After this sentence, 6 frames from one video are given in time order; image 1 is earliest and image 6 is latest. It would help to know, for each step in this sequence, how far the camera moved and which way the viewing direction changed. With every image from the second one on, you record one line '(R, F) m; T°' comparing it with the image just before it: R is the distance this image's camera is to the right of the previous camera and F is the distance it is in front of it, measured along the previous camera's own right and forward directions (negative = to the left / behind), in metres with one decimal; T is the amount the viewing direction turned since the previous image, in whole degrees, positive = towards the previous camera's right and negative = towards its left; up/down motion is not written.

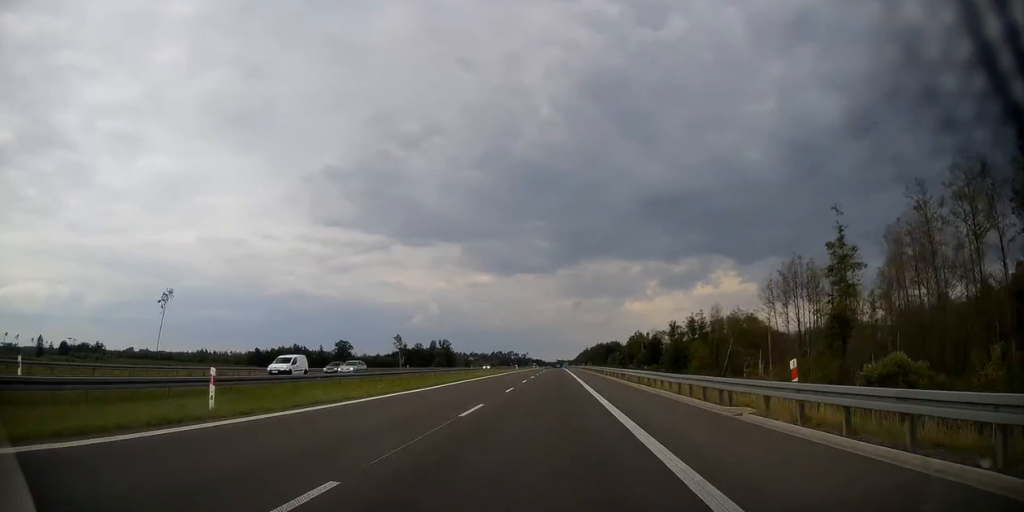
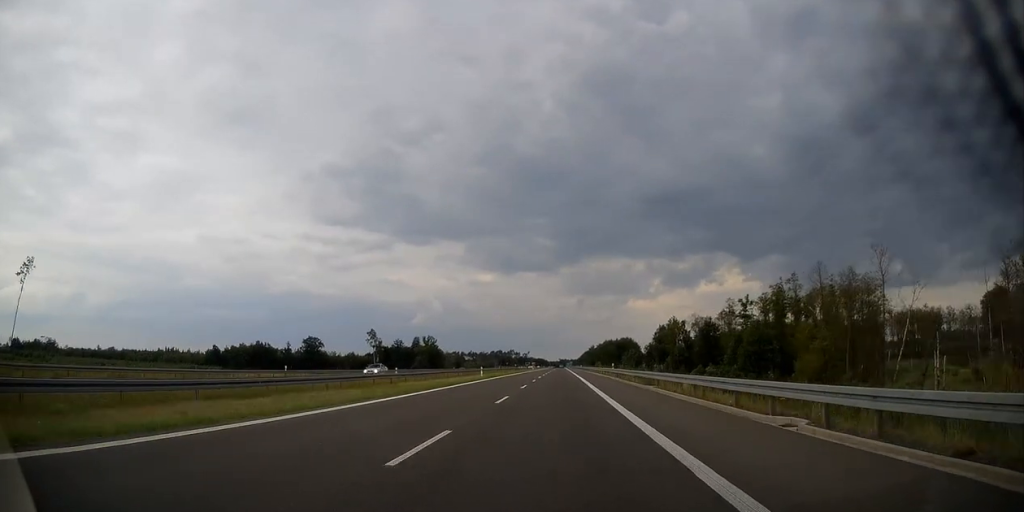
(-0.3, +55.0) m; 0°
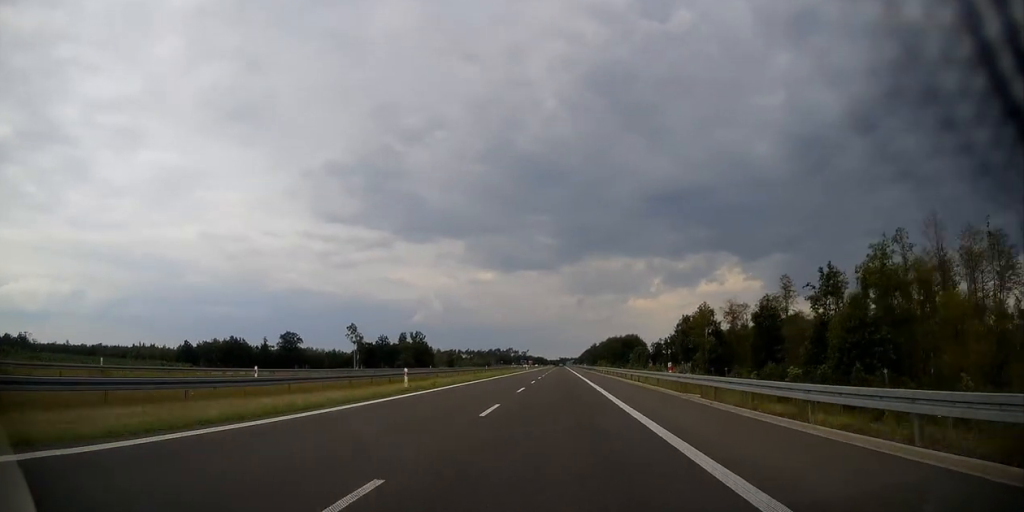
(0.0, +28.9) m; 0°
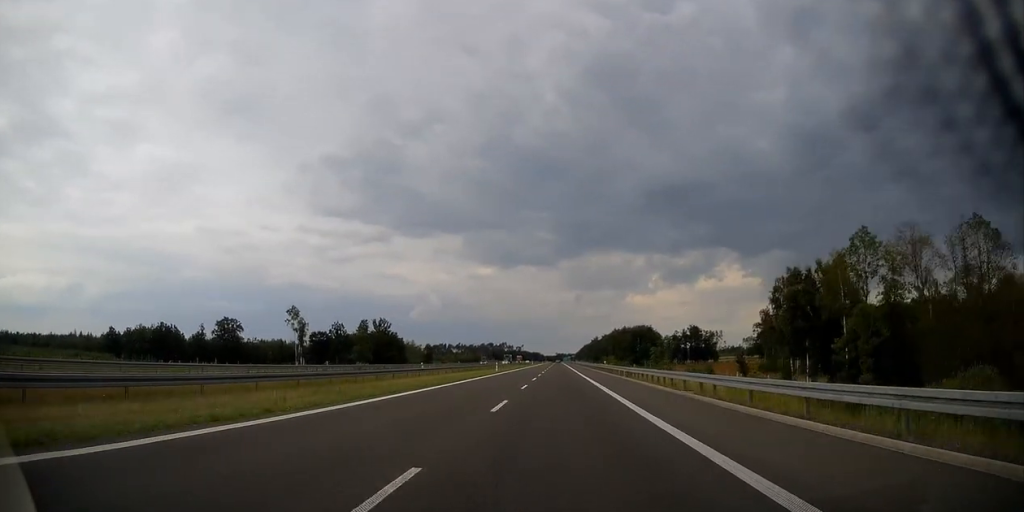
(0.0, +59.2) m; 0°
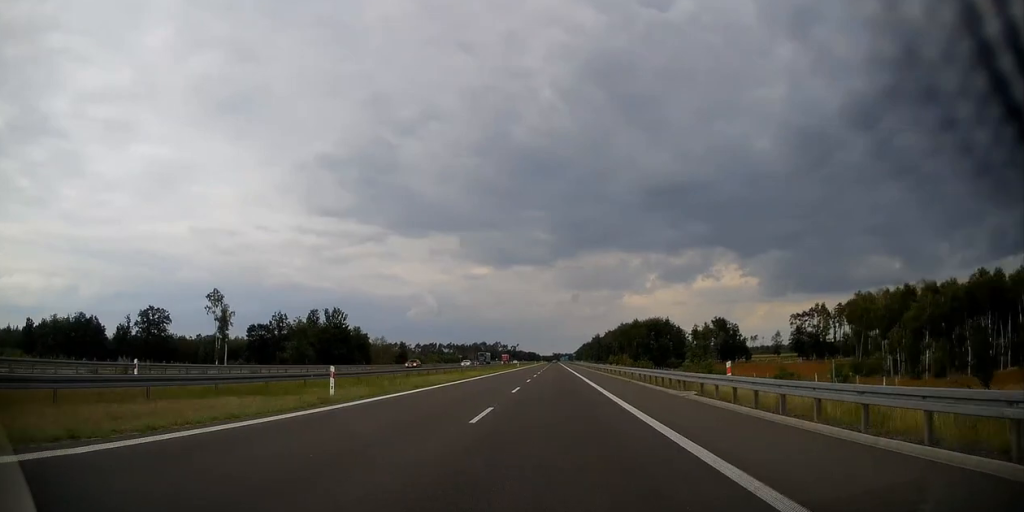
(+0.2, +51.2) m; 0°
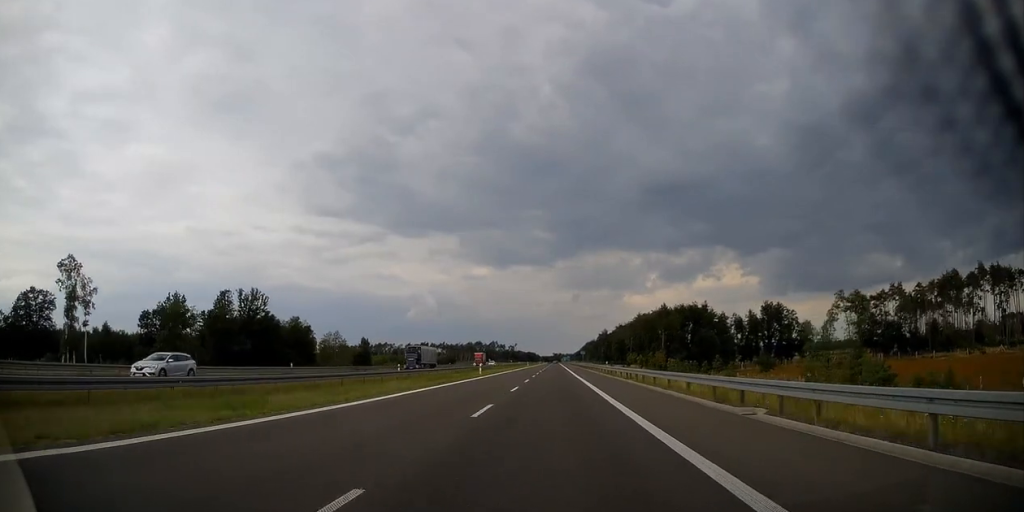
(0.0, +58.7) m; 0°
